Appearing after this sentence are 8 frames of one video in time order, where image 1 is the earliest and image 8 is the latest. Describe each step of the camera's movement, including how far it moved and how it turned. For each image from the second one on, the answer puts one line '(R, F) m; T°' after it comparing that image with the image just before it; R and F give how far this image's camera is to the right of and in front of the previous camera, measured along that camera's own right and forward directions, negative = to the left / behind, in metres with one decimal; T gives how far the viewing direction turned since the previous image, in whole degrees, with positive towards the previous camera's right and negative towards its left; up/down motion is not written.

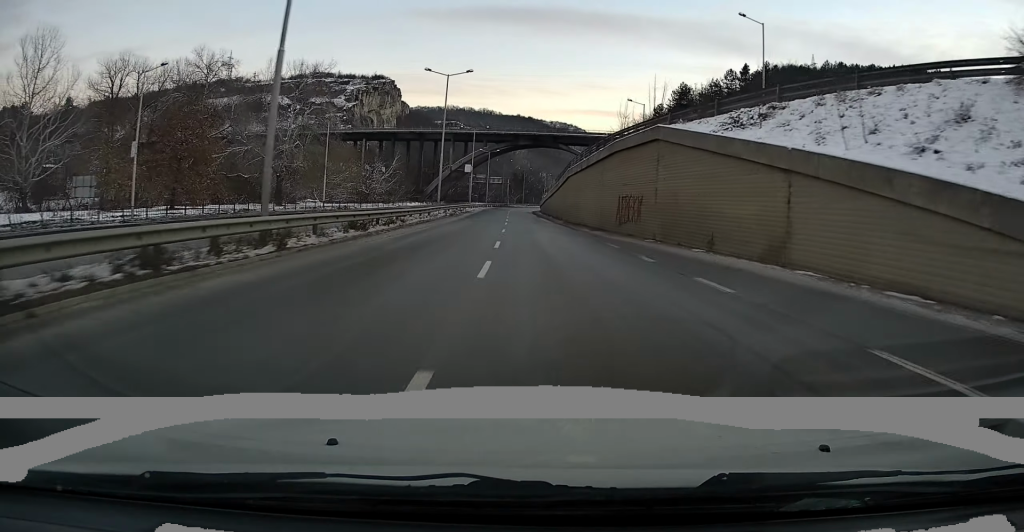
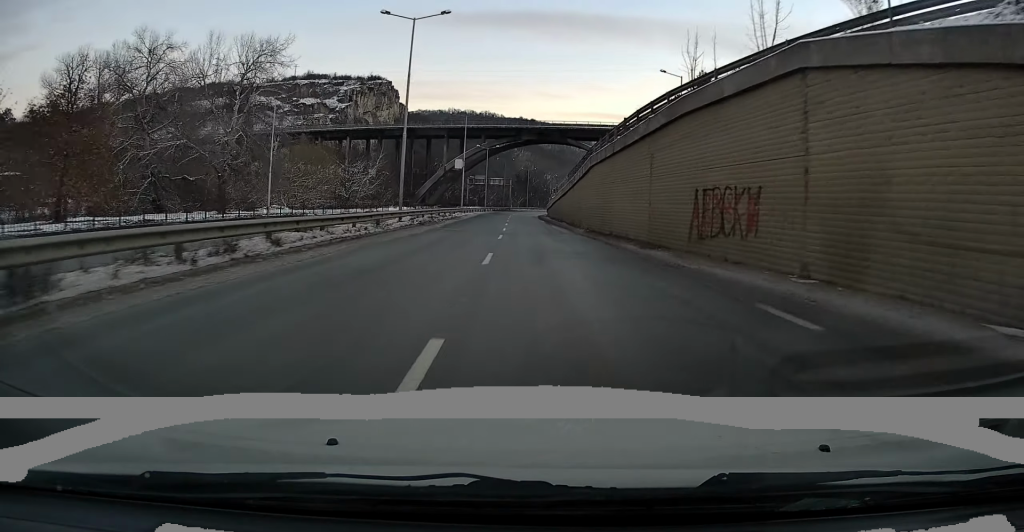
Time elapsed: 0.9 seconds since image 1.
(-0.2, +15.6) m; -1°
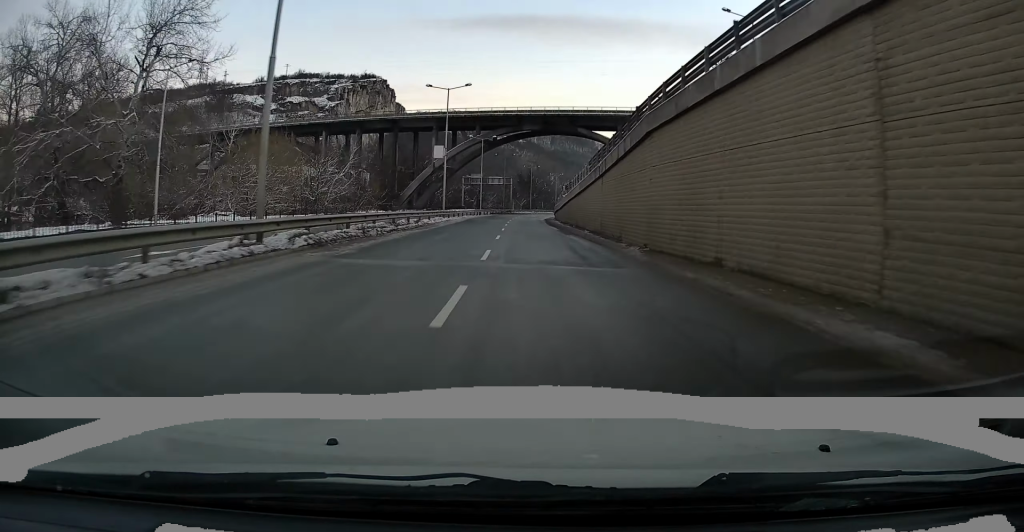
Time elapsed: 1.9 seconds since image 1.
(-0.1, +16.8) m; -1°
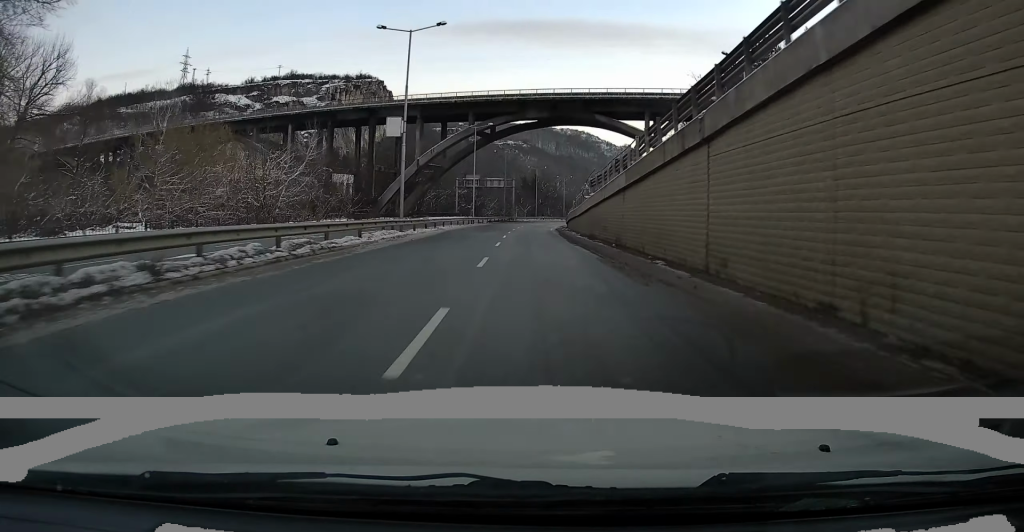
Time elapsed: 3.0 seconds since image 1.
(-0.2, +18.2) m; 0°
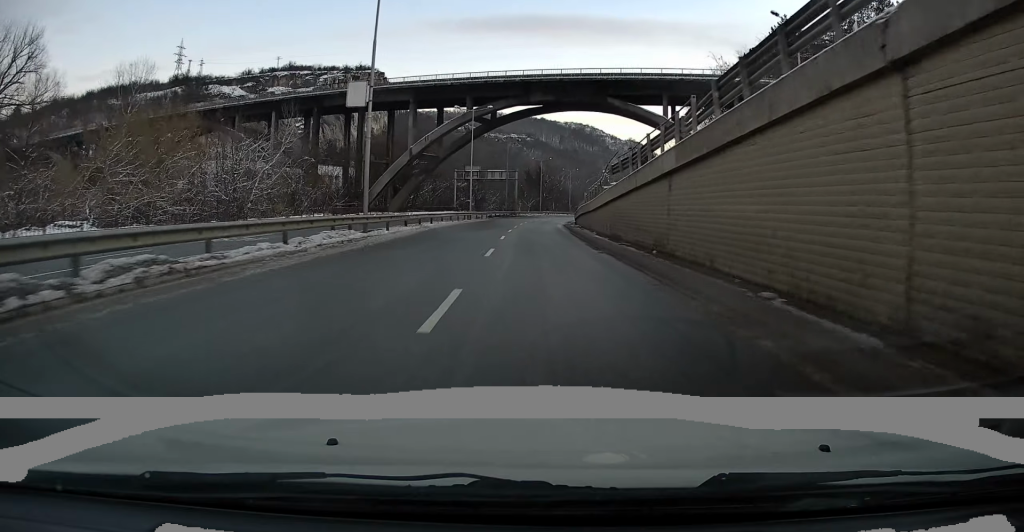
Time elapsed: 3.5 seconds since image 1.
(0.0, +7.7) m; 0°
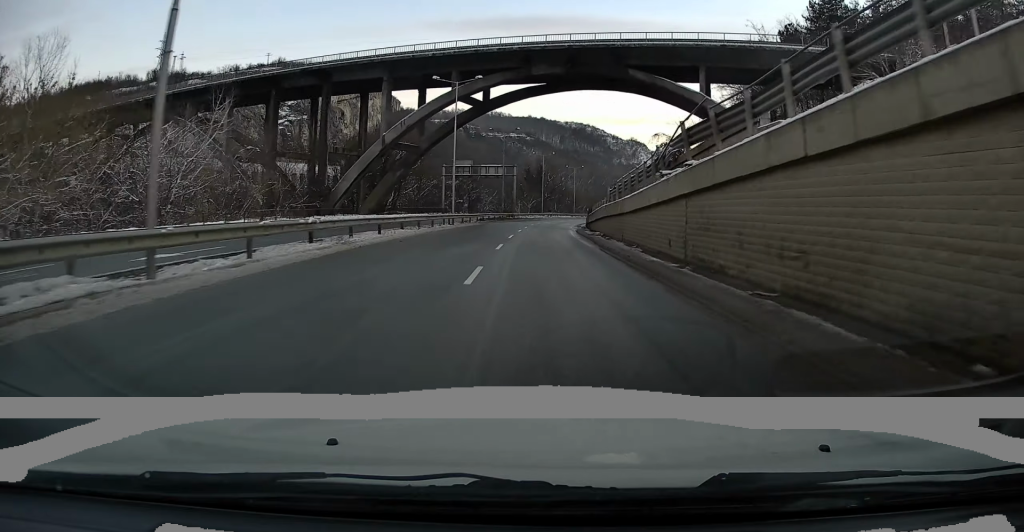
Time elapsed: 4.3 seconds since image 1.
(+0.3, +14.2) m; 0°
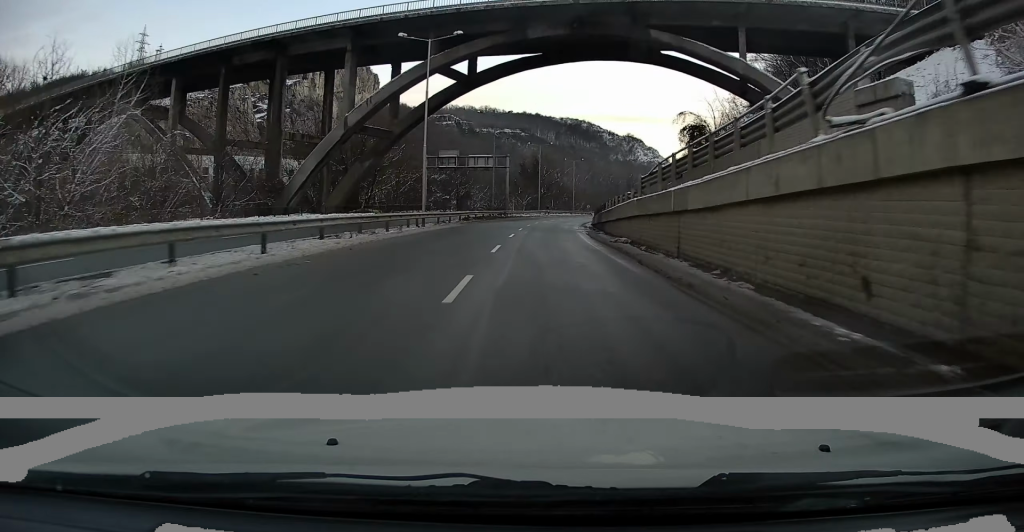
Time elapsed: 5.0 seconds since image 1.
(-0.2, +11.1) m; 0°
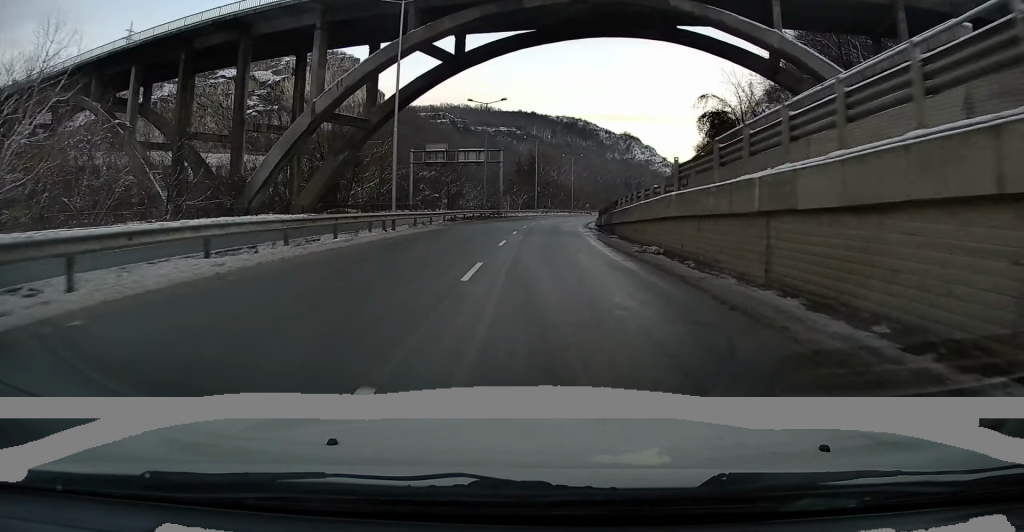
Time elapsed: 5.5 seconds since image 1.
(0.0, +6.7) m; +1°
